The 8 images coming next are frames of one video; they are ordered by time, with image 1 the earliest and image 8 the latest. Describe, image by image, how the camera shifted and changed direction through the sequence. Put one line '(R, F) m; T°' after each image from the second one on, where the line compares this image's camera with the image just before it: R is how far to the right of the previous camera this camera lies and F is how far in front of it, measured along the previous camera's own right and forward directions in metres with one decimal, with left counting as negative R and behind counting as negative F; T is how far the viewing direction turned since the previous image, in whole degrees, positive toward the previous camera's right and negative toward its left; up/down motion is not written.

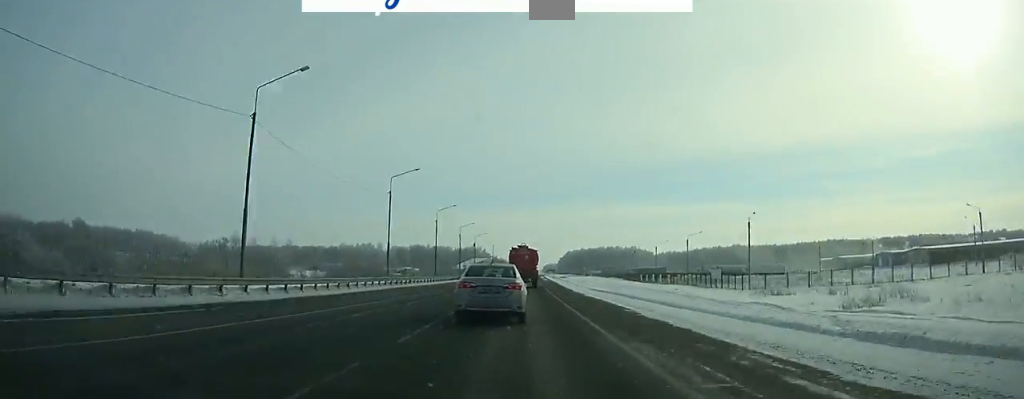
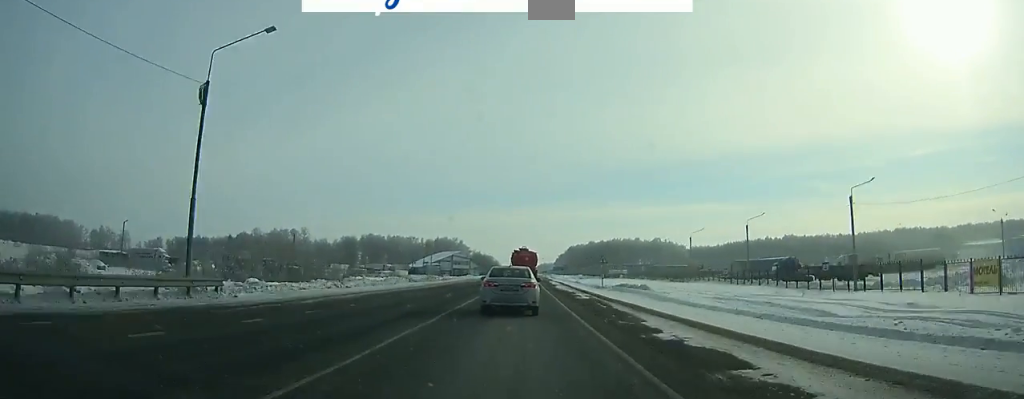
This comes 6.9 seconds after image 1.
(+1.3, +115.0) m; +1°
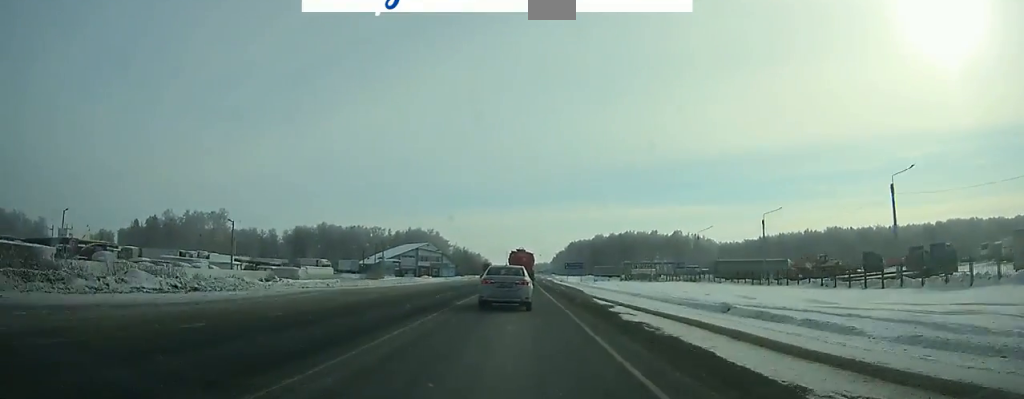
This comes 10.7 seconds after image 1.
(+0.2, +65.4) m; 0°
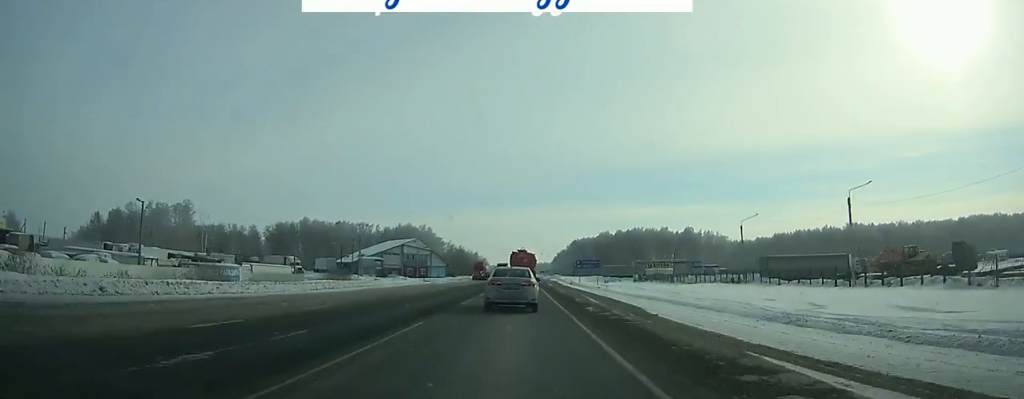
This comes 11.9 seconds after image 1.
(0.0, +22.3) m; 0°
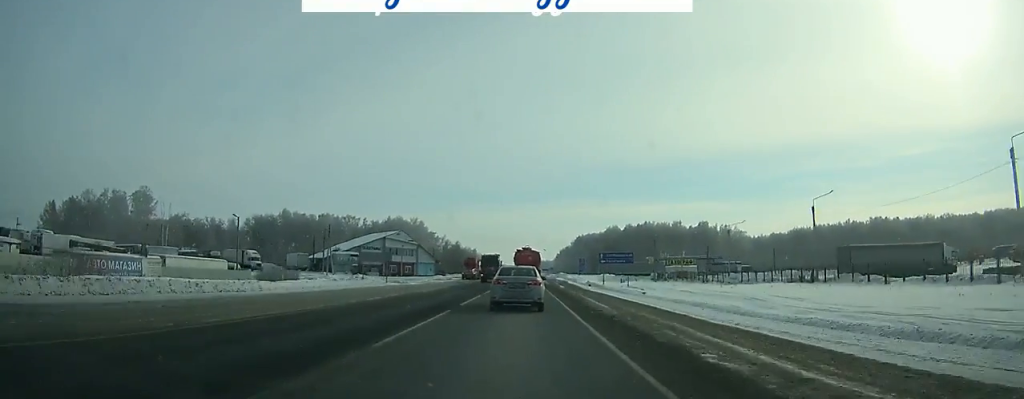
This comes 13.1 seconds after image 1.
(0.0, +22.3) m; 0°
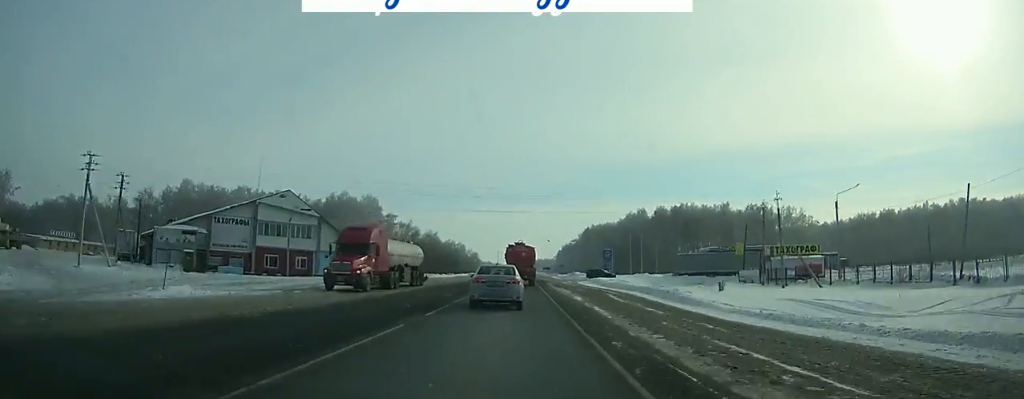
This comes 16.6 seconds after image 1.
(0.0, +64.7) m; 0°
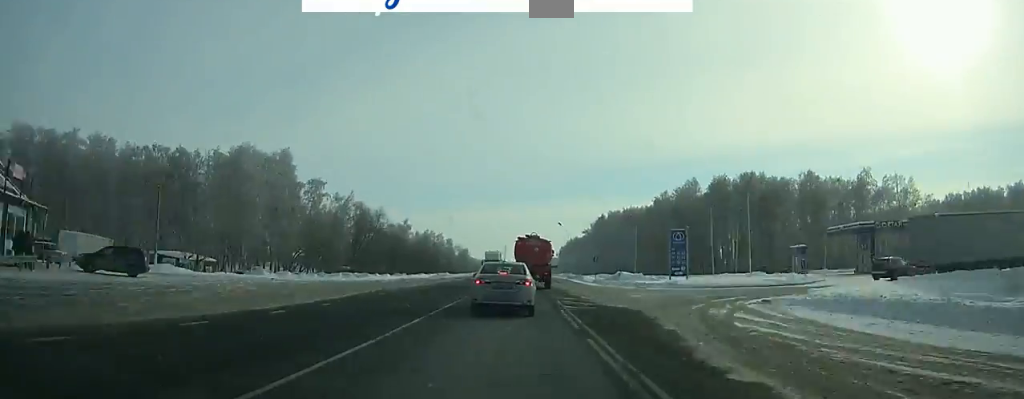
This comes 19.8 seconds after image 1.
(+0.2, +56.7) m; 0°
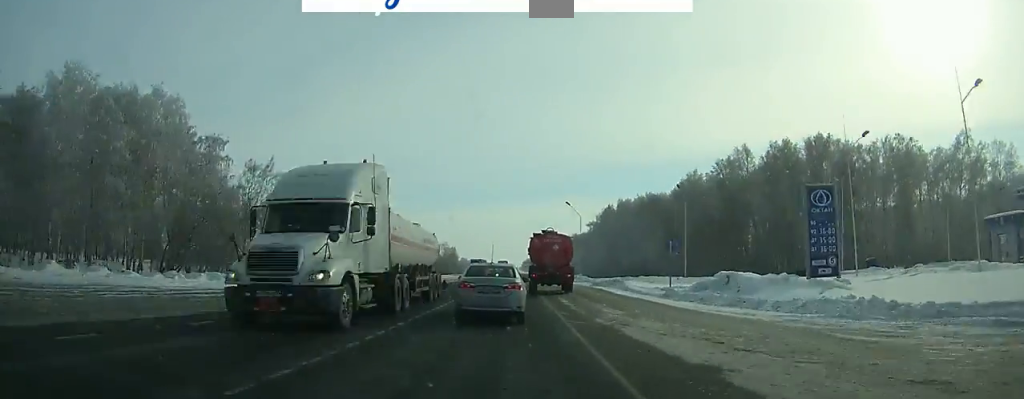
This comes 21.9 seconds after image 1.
(0.0, +36.2) m; 0°
